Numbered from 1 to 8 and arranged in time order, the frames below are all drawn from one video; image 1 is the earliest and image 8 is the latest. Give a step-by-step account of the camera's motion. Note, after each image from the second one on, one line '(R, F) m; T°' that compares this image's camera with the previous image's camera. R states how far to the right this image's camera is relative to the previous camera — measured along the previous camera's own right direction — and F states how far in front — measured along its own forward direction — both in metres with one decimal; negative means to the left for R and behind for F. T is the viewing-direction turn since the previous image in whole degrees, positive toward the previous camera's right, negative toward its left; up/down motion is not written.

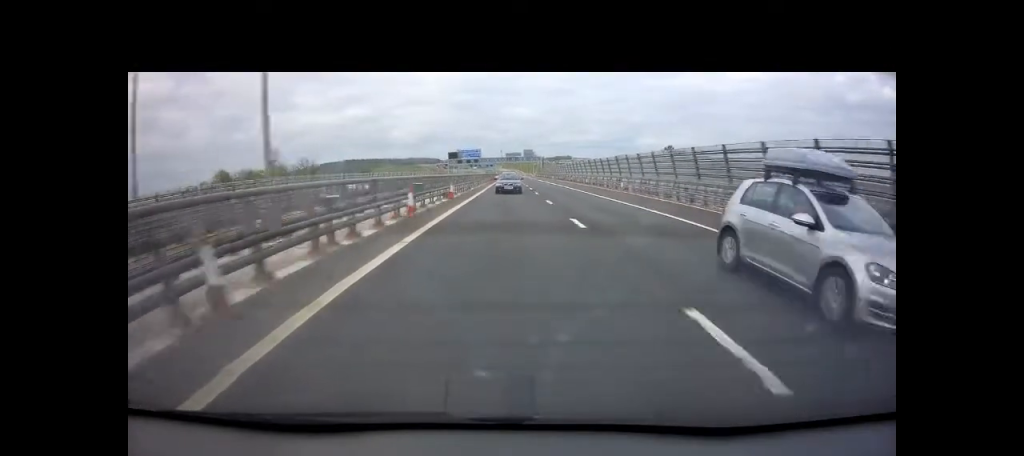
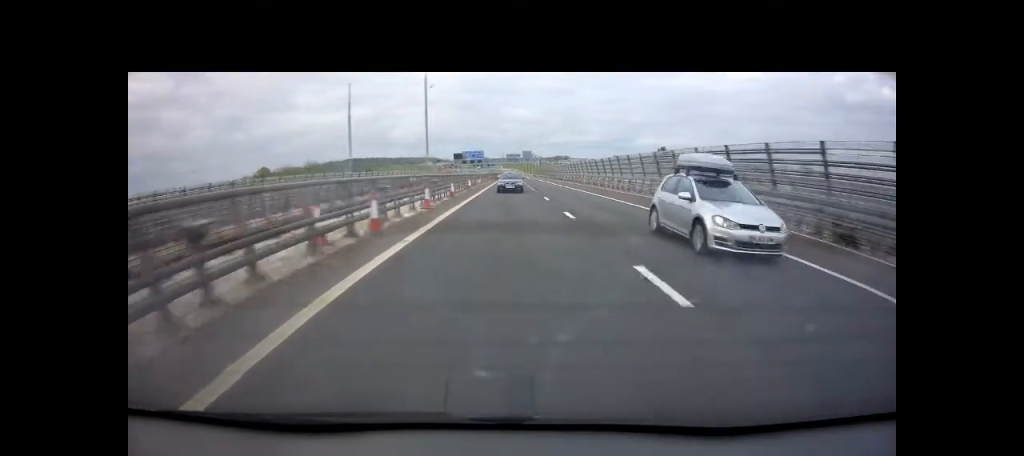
(0.0, +20.2) m; 0°
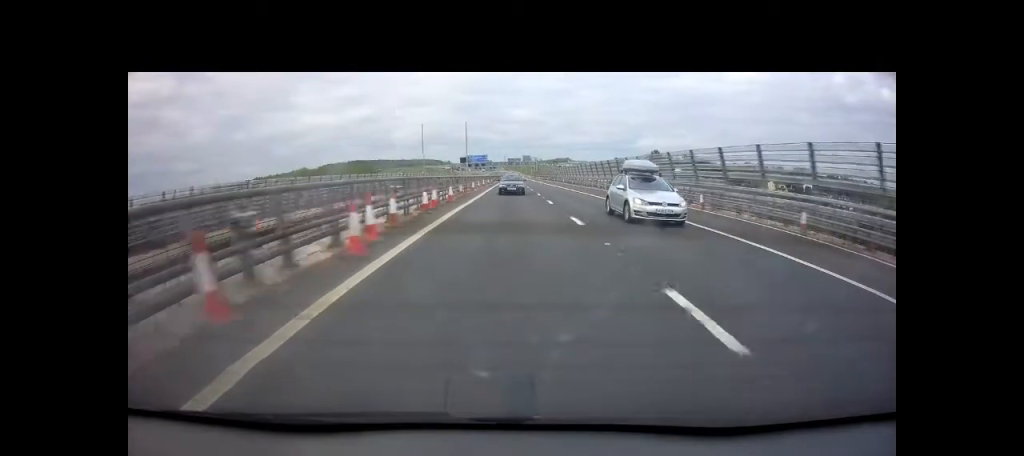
(-0.1, +25.4) m; 0°
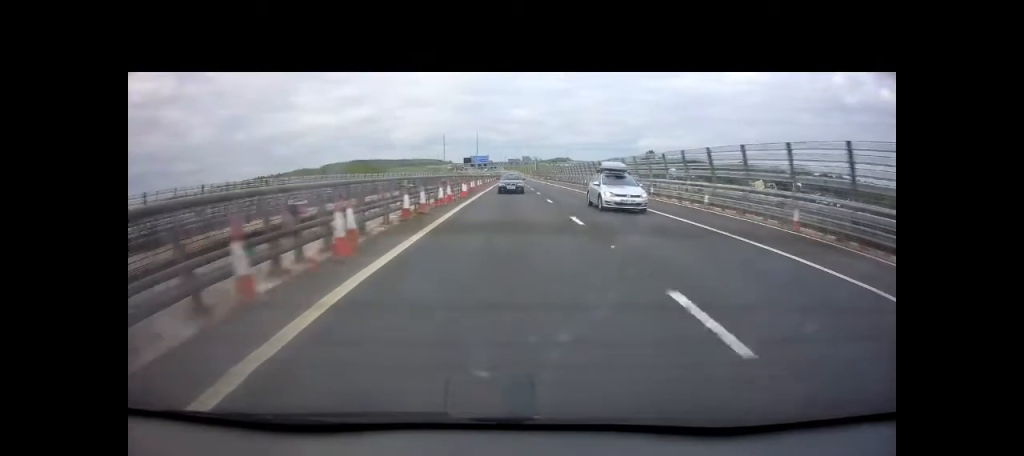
(0.0, +17.9) m; 0°
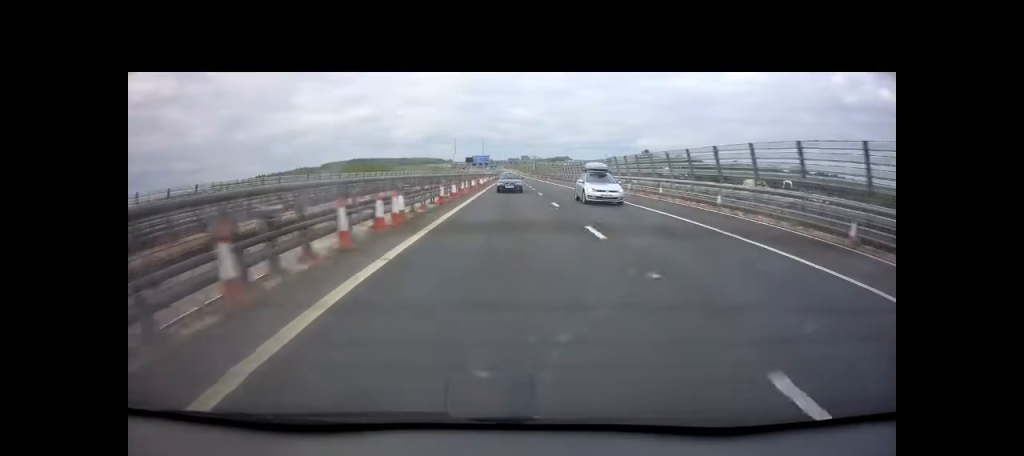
(0.0, +15.4) m; 0°
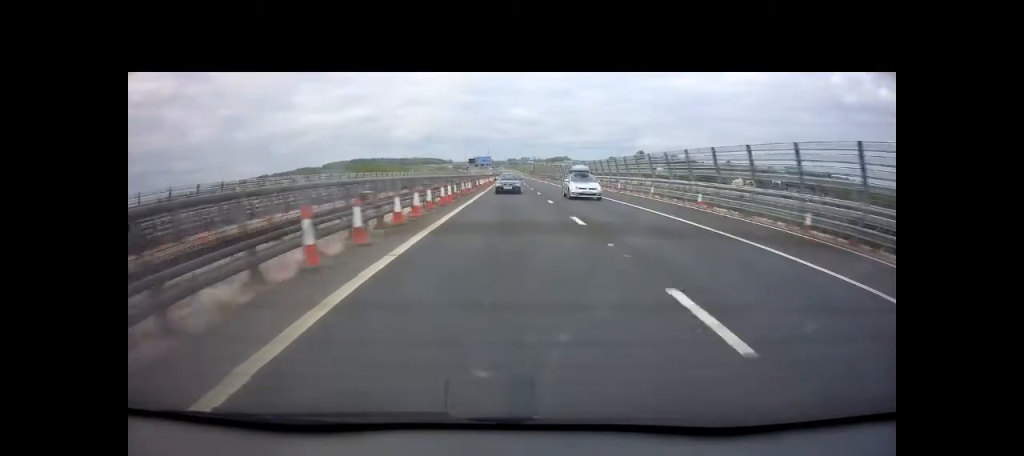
(0.0, +20.7) m; 0°
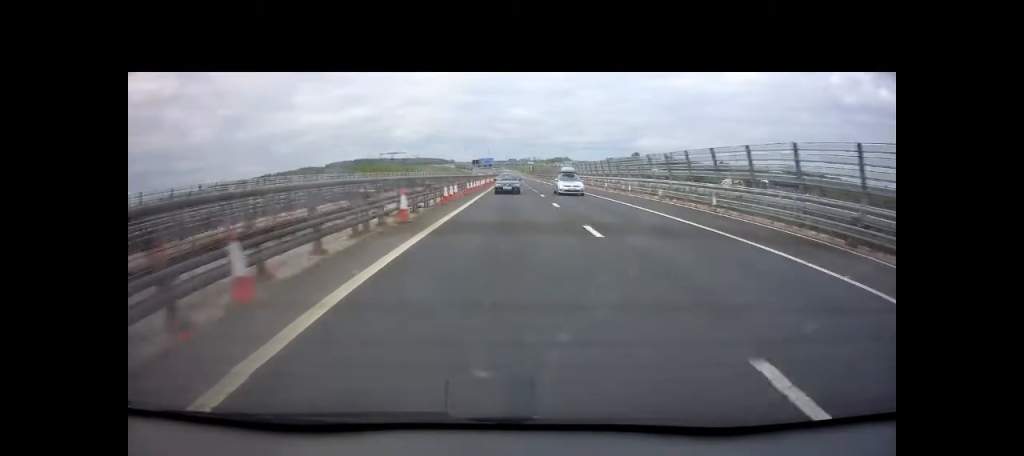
(-0.1, +24.7) m; 0°
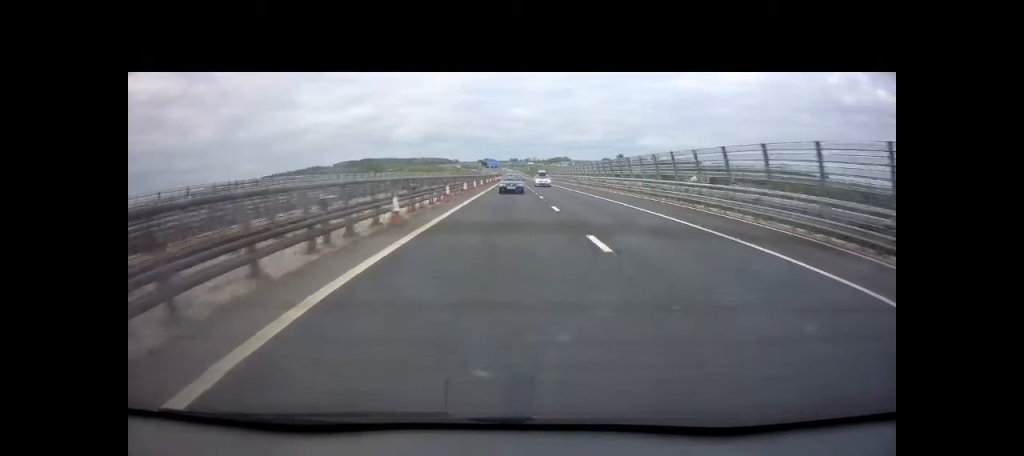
(0.0, +87.7) m; 0°
